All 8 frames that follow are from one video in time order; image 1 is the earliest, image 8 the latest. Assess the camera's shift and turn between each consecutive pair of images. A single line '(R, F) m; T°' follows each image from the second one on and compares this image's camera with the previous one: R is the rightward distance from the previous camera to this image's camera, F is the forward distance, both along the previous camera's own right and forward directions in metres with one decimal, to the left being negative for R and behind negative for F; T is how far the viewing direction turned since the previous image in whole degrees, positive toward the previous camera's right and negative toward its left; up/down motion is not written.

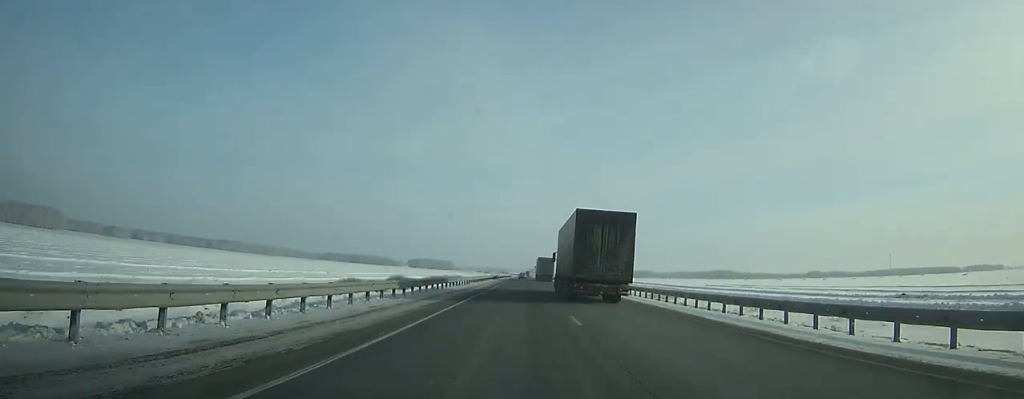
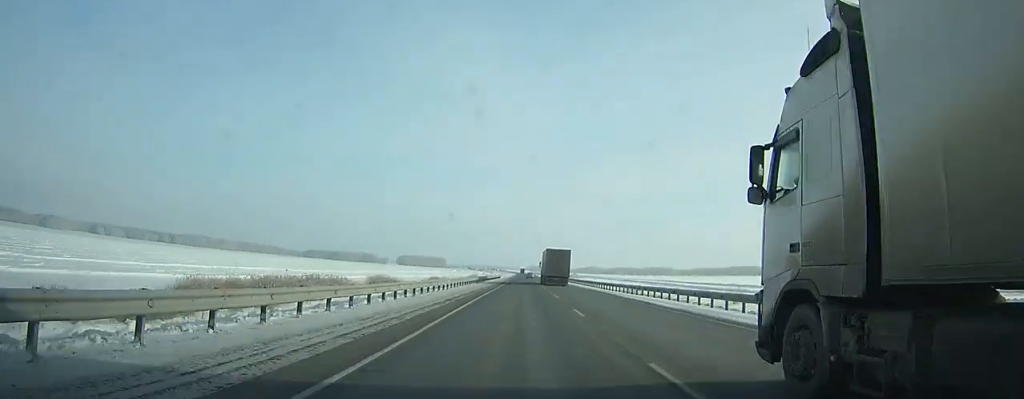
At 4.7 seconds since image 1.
(+0.4, +149.2) m; 0°
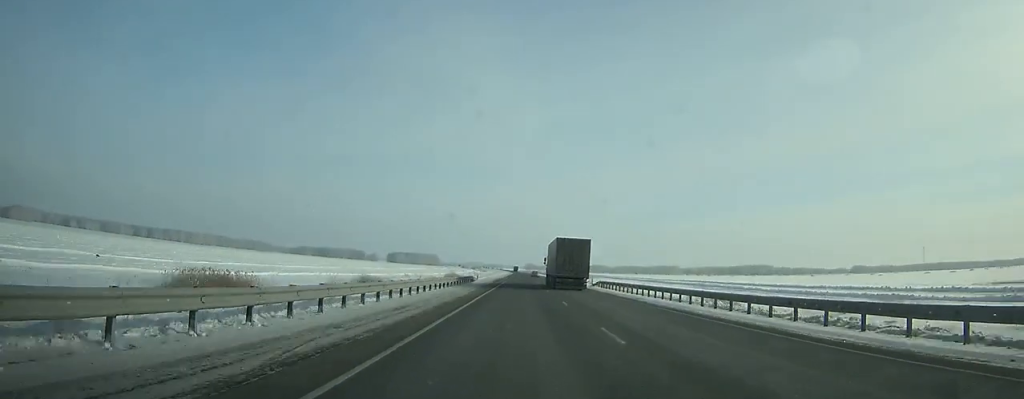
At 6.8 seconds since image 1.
(+0.1, +69.5) m; 0°
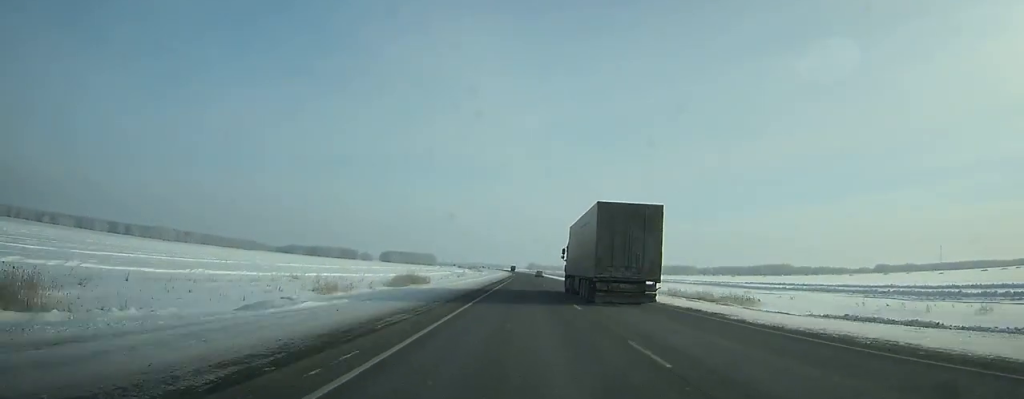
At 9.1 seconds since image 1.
(0.0, +76.4) m; 0°
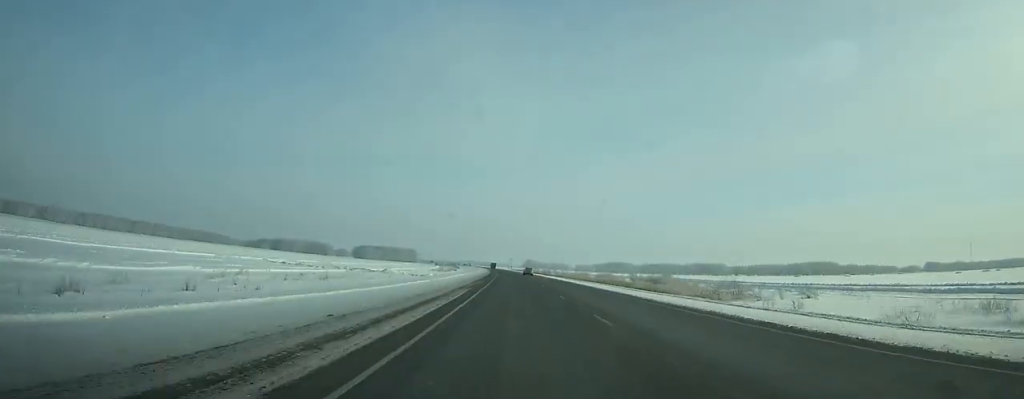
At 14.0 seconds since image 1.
(+0.2, +162.0) m; 0°
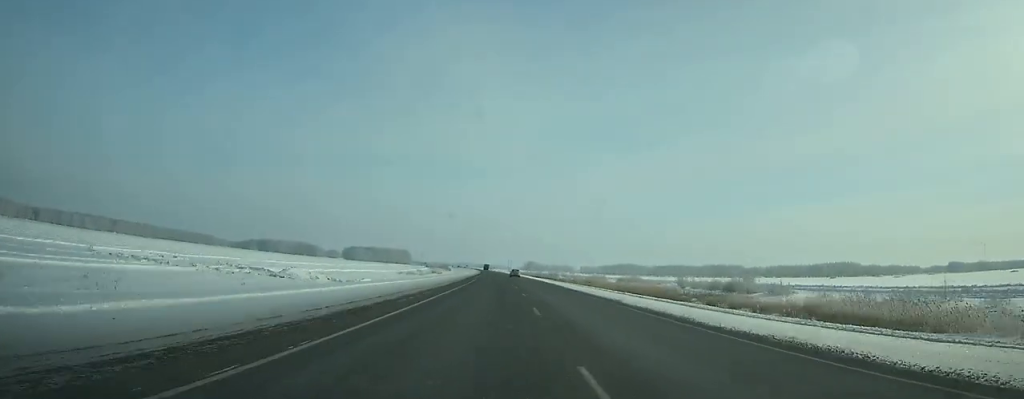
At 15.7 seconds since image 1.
(-0.2, +55.1) m; -1°
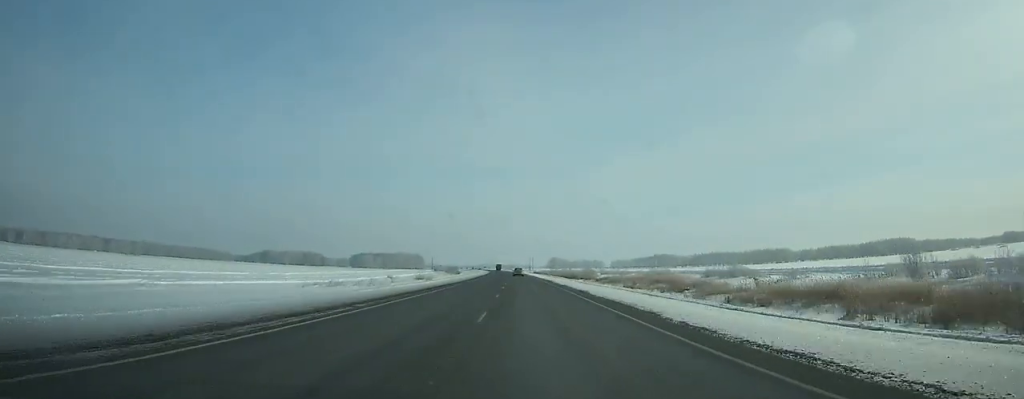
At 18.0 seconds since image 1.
(-0.8, +73.6) m; -1°
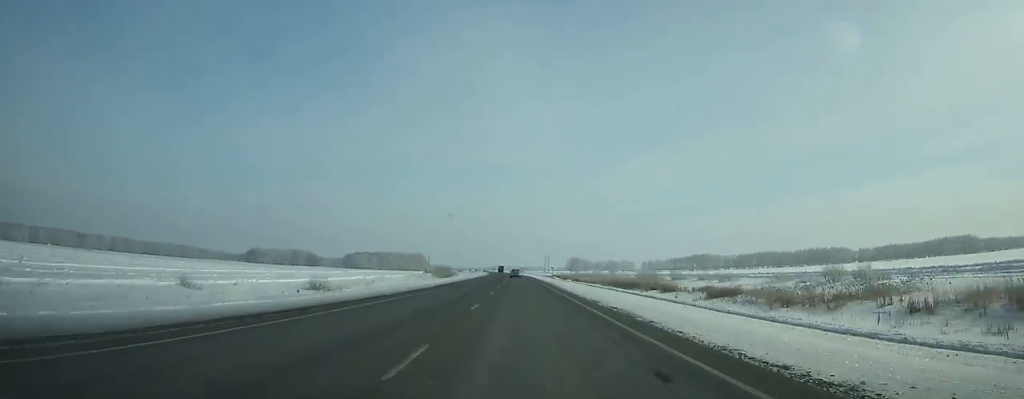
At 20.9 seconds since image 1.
(-1.2, +90.9) m; -1°
